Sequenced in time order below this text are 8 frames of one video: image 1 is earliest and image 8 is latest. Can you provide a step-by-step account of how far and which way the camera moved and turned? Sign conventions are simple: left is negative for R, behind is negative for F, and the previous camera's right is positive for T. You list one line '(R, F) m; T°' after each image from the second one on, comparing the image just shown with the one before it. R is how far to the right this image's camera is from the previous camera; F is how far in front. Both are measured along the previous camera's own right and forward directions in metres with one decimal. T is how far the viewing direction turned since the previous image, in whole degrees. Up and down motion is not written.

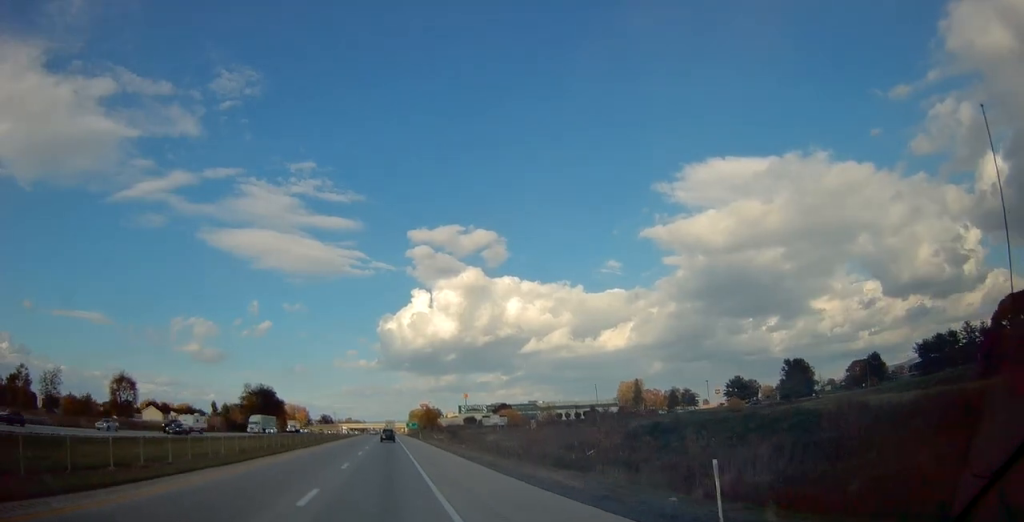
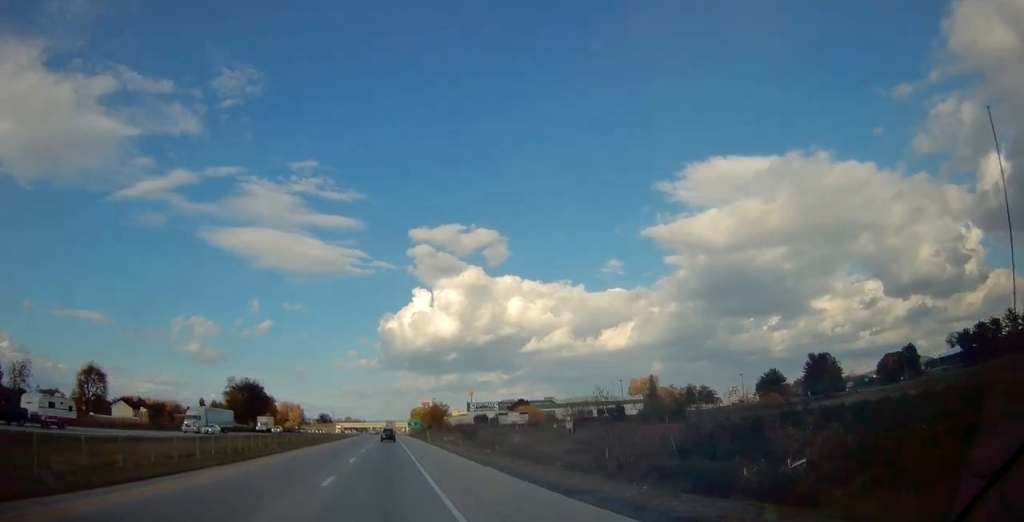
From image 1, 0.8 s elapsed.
(-0.2, +20.7) m; 0°
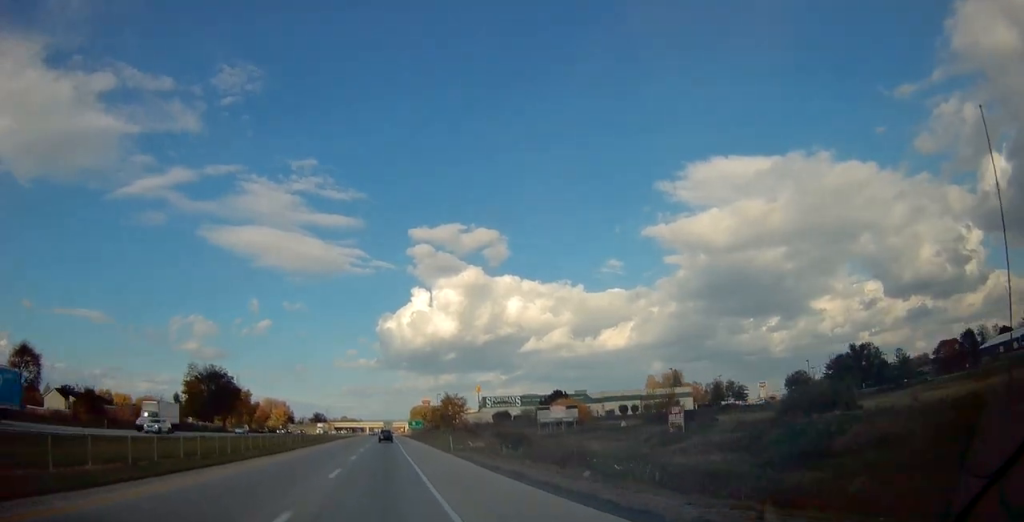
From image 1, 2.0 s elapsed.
(+0.3, +33.1) m; 0°
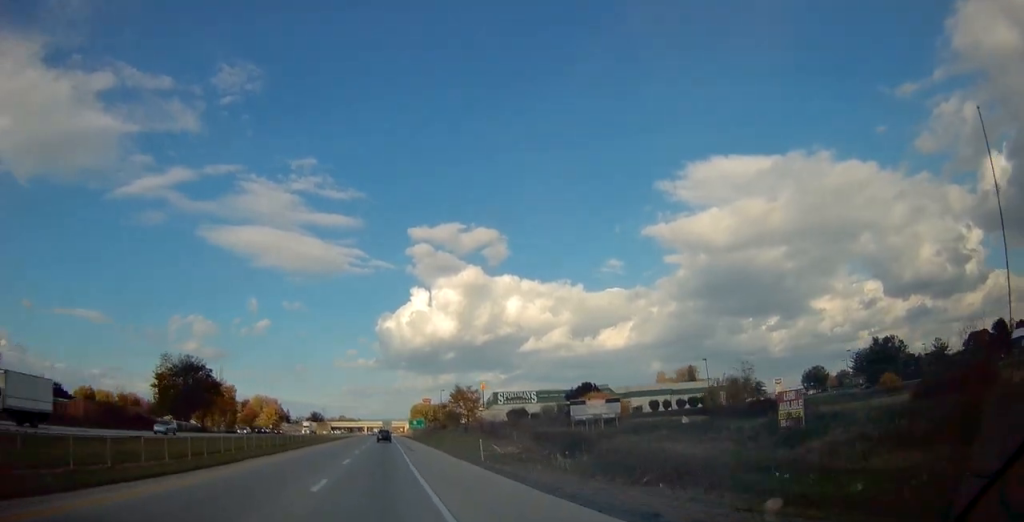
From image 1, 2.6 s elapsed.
(-0.3, +16.9) m; 0°
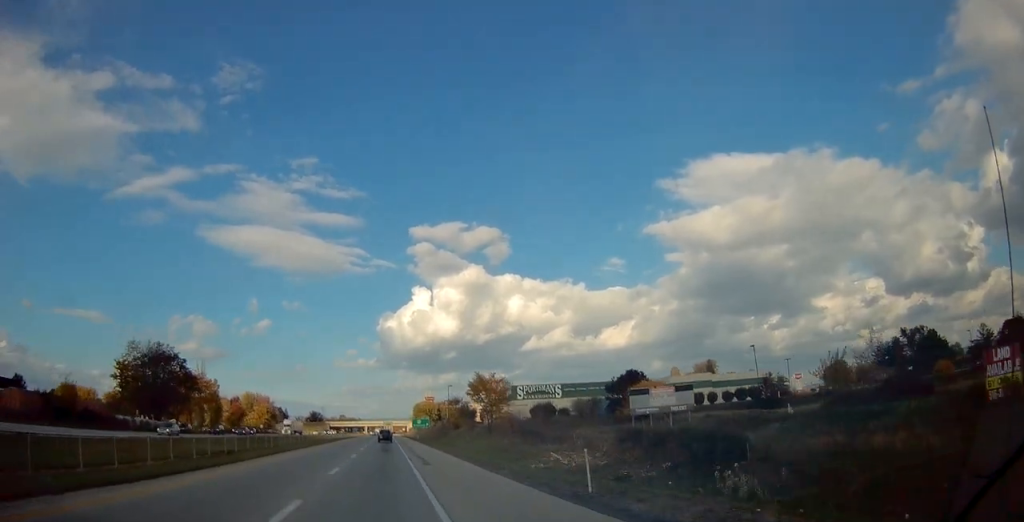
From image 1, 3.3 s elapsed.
(+0.2, +17.8) m; 0°
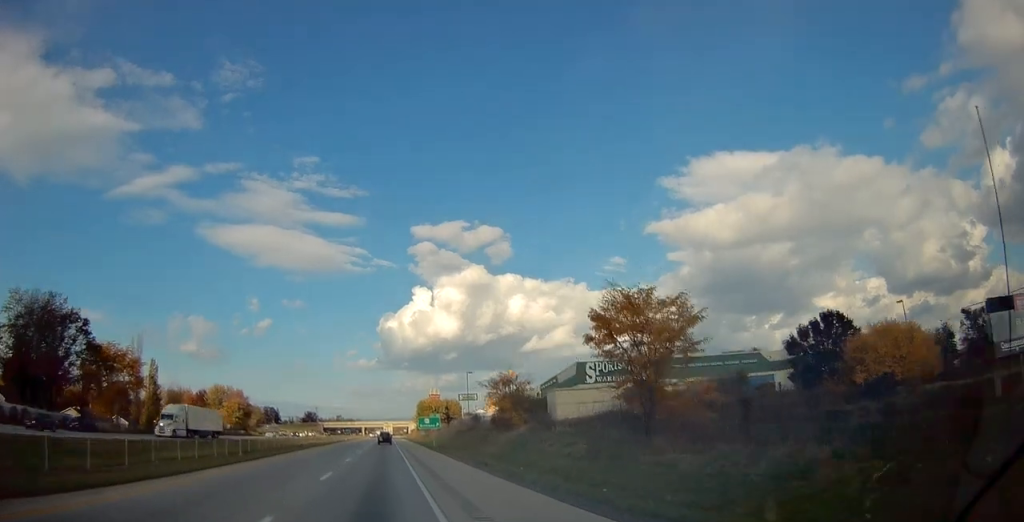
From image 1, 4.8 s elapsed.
(-0.2, +39.1) m; 0°
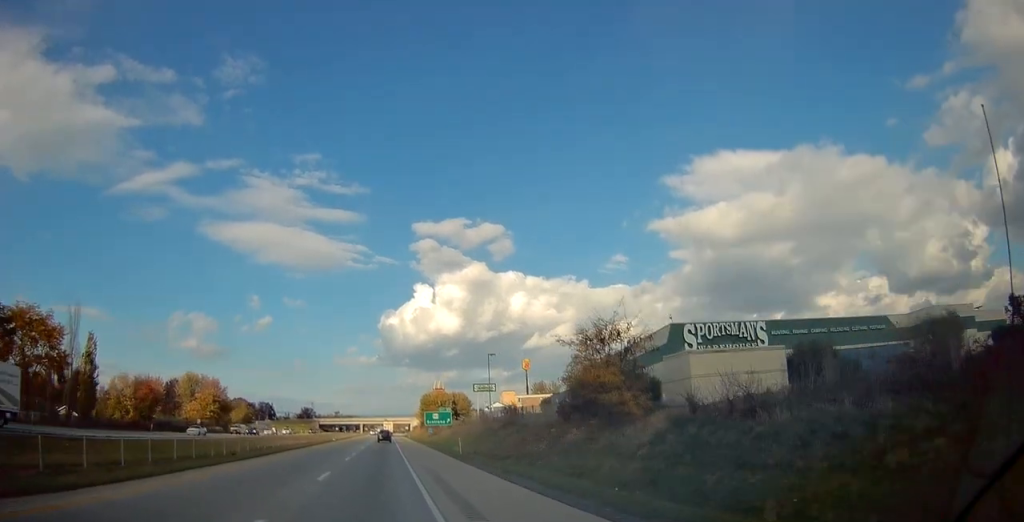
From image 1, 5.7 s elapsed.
(+0.3, +25.2) m; 0°
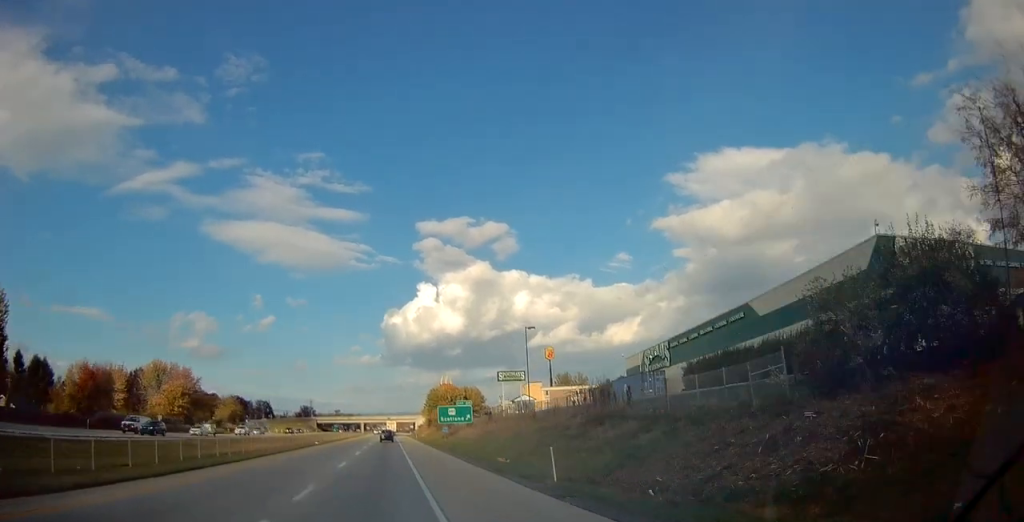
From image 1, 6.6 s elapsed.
(-0.3, +24.3) m; 0°
